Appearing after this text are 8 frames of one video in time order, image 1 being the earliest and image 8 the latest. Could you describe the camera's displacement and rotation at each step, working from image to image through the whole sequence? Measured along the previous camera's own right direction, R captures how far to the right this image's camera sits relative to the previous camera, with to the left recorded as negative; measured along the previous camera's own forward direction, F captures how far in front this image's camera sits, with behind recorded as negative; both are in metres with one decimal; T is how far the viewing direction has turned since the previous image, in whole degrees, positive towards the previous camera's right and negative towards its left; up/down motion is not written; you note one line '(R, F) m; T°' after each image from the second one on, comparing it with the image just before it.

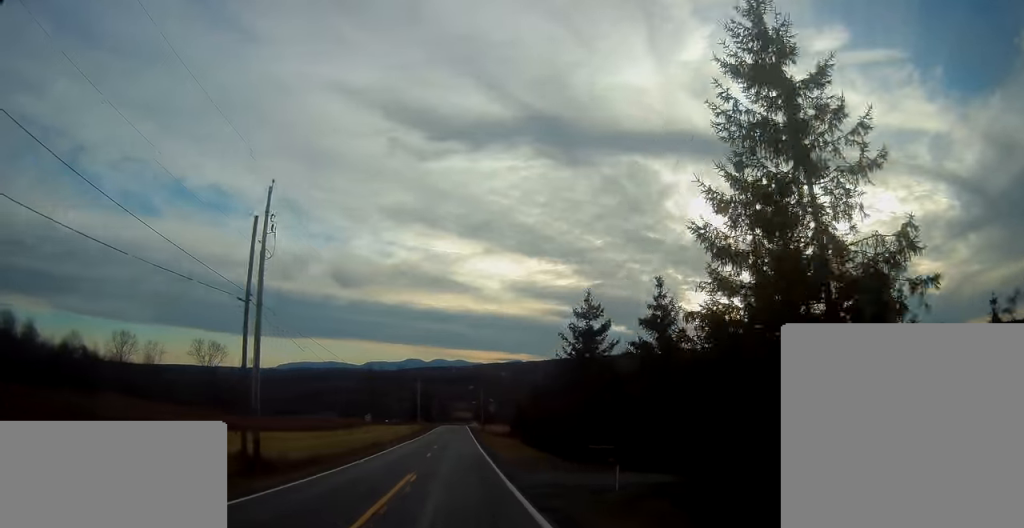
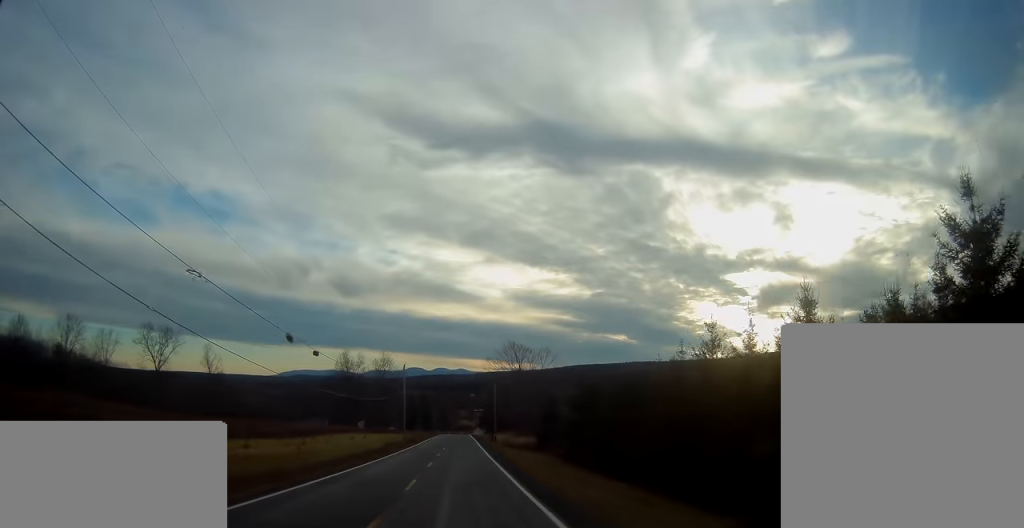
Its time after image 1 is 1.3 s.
(-0.1, +33.4) m; 0°
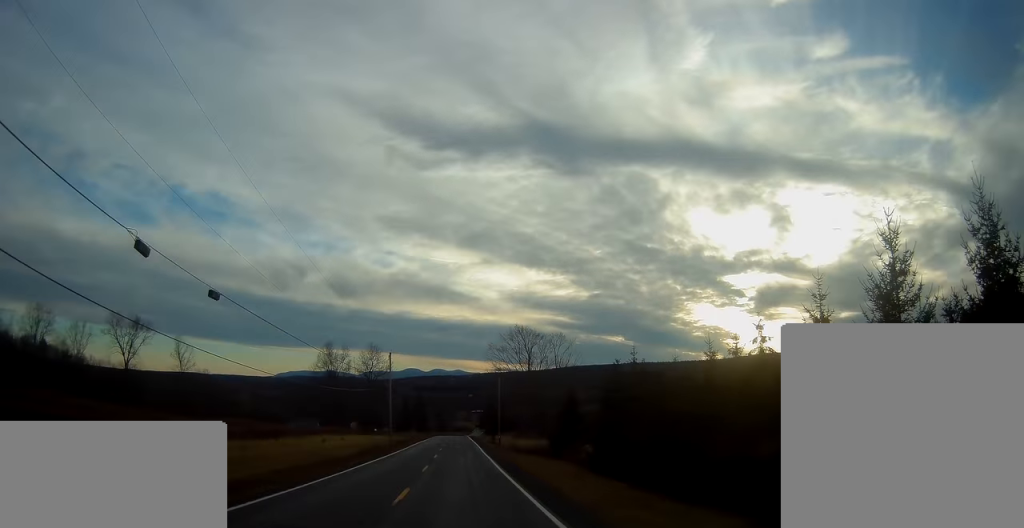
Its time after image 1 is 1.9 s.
(+0.1, +14.1) m; 0°
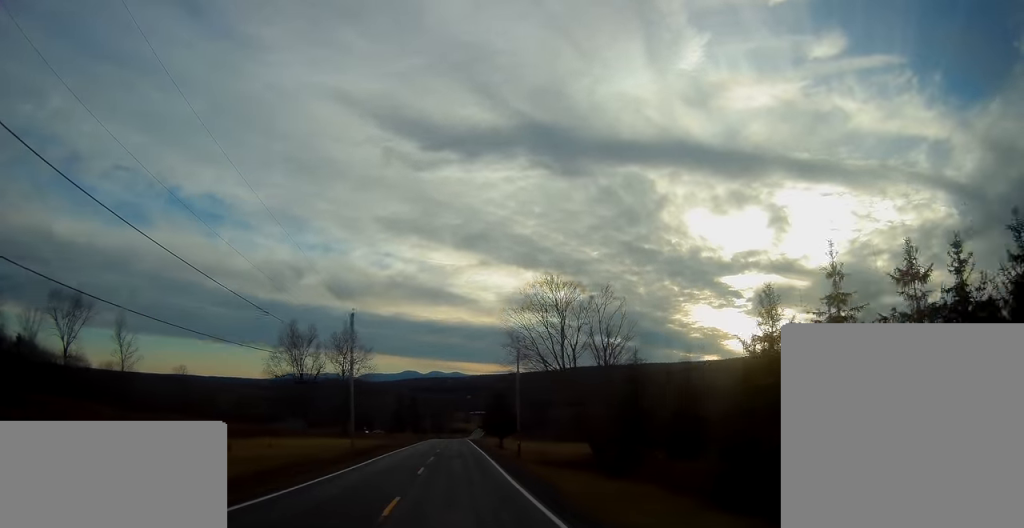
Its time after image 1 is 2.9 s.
(0.0, +24.2) m; -1°
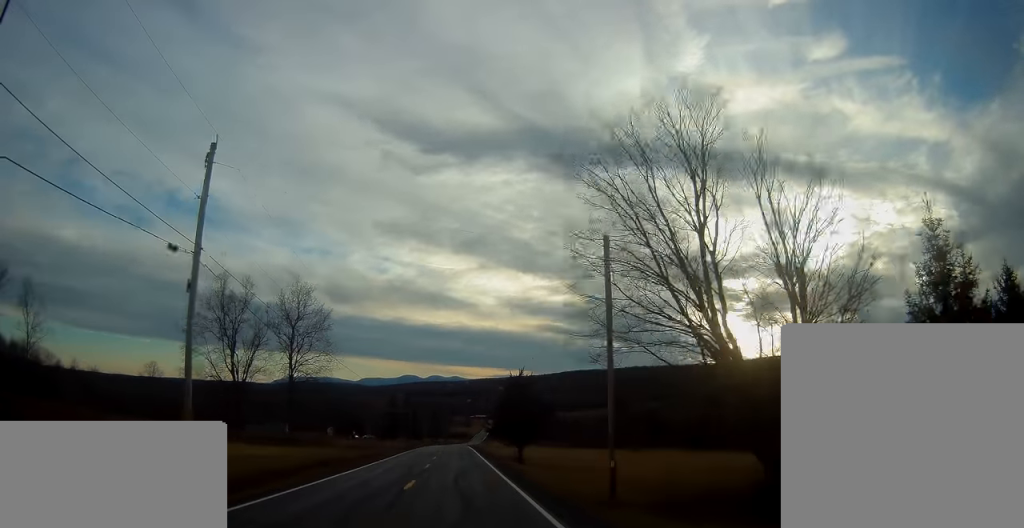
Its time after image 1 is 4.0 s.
(-0.4, +28.4) m; 0°
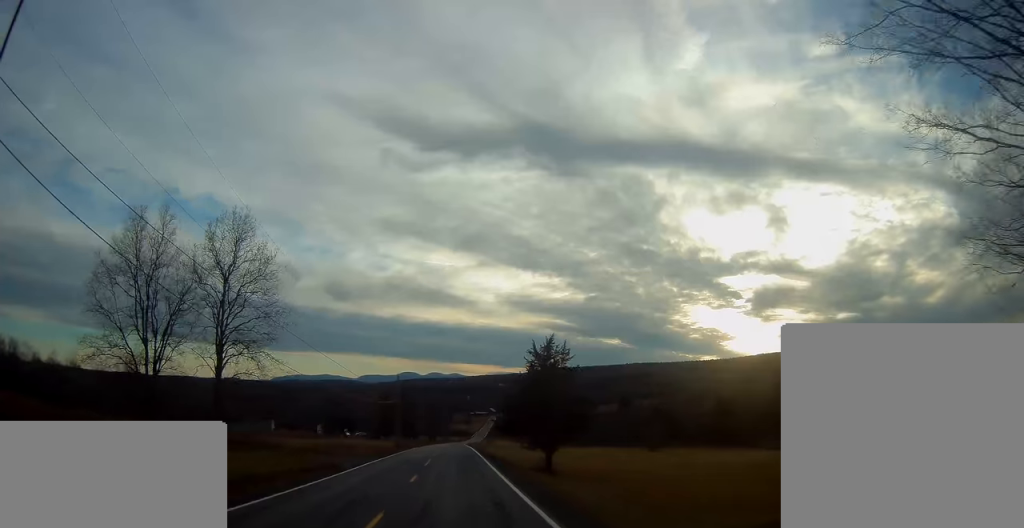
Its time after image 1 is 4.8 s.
(+0.3, +19.2) m; +1°
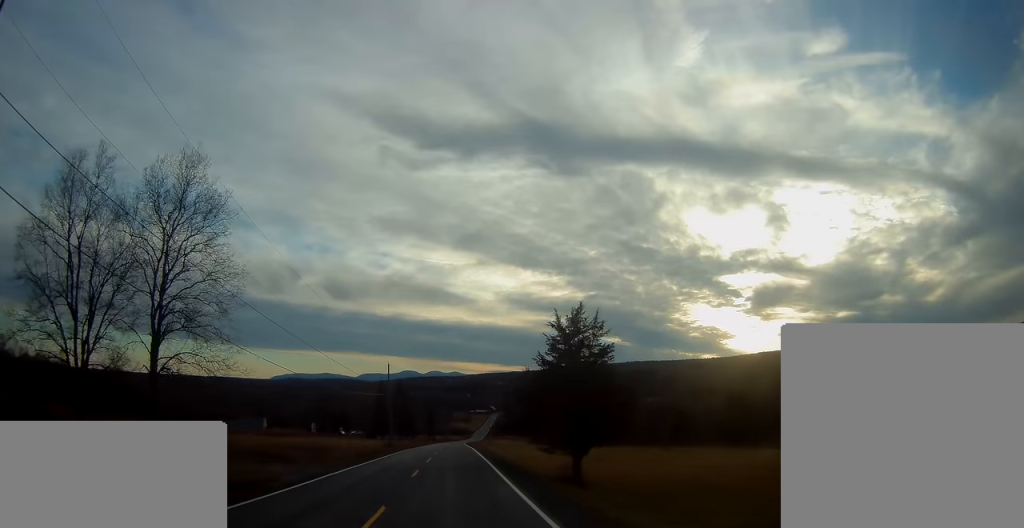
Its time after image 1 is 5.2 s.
(0.0, +10.0) m; 0°
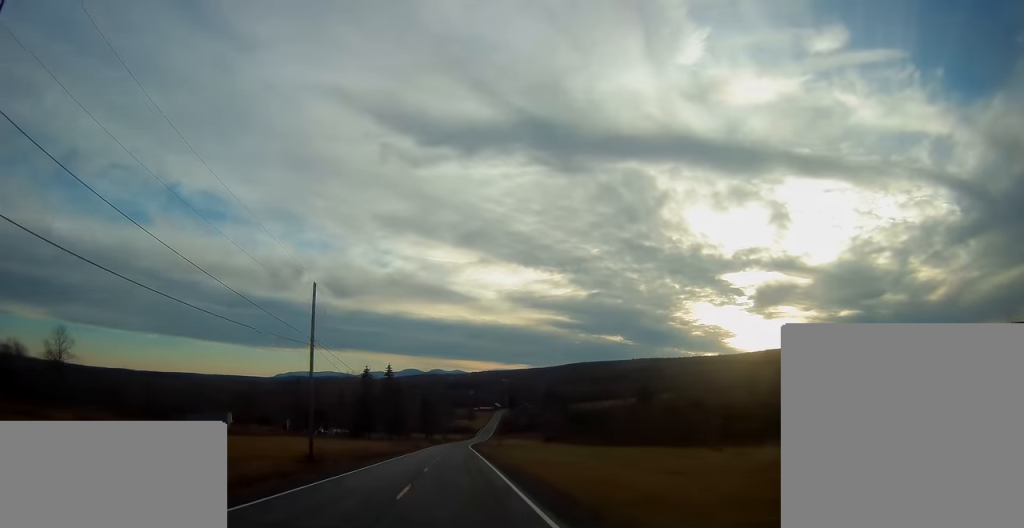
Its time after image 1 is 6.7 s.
(-0.1, +38.0) m; 0°
